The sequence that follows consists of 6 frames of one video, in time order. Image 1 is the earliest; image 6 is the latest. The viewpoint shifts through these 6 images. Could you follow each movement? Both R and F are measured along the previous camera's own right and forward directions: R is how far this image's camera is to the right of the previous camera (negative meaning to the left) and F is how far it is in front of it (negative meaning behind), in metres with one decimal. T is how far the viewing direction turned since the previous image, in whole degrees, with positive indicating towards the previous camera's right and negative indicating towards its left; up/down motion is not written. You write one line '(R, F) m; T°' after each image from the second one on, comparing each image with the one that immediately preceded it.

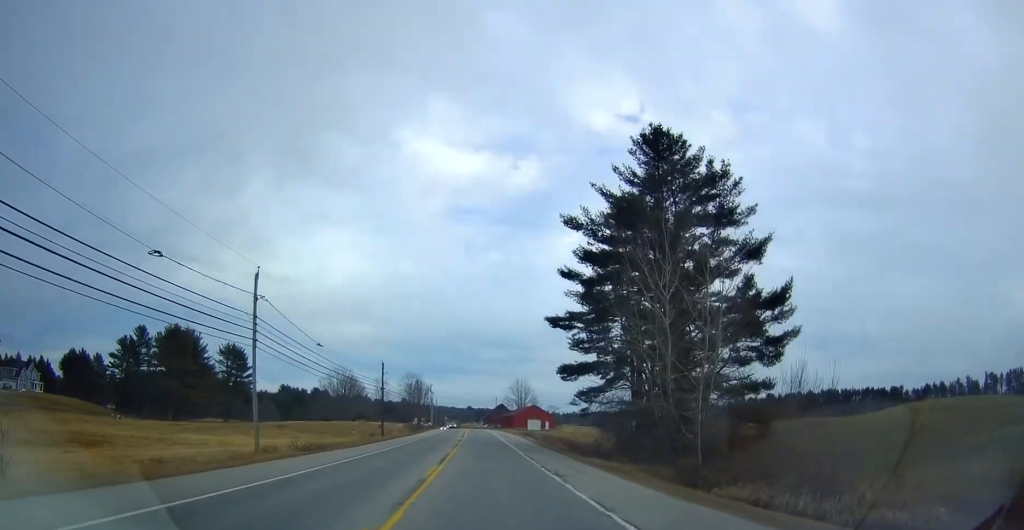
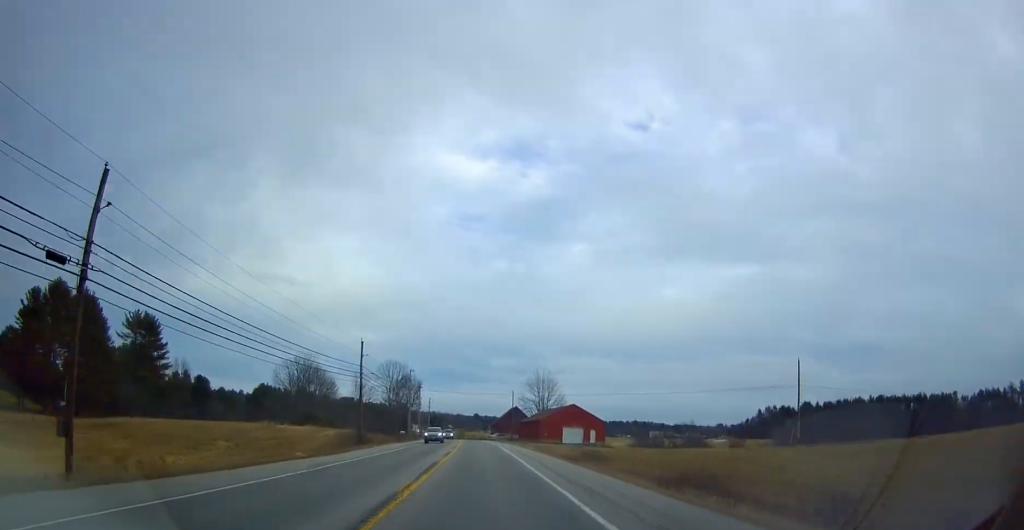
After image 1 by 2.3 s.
(+0.5, +52.3) m; +1°
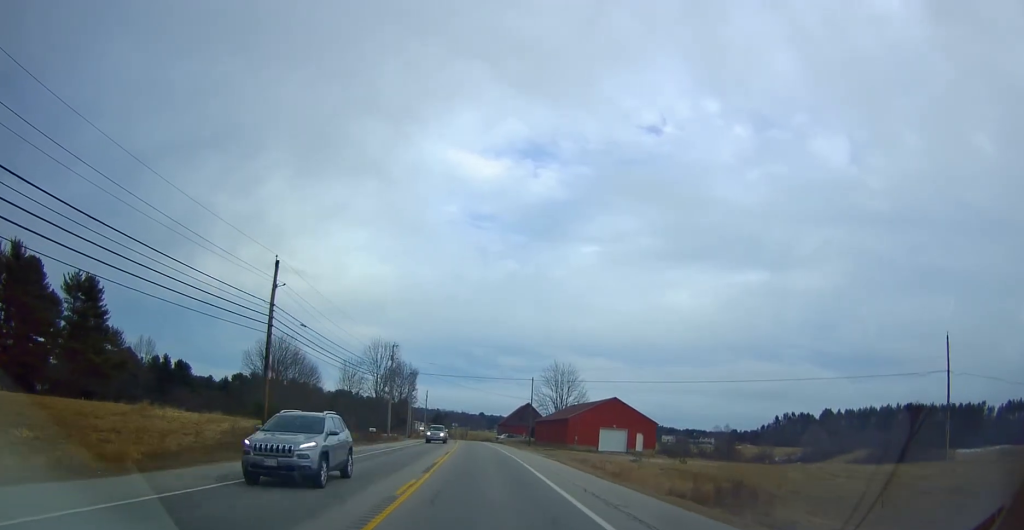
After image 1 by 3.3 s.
(+0.1, +24.3) m; -1°
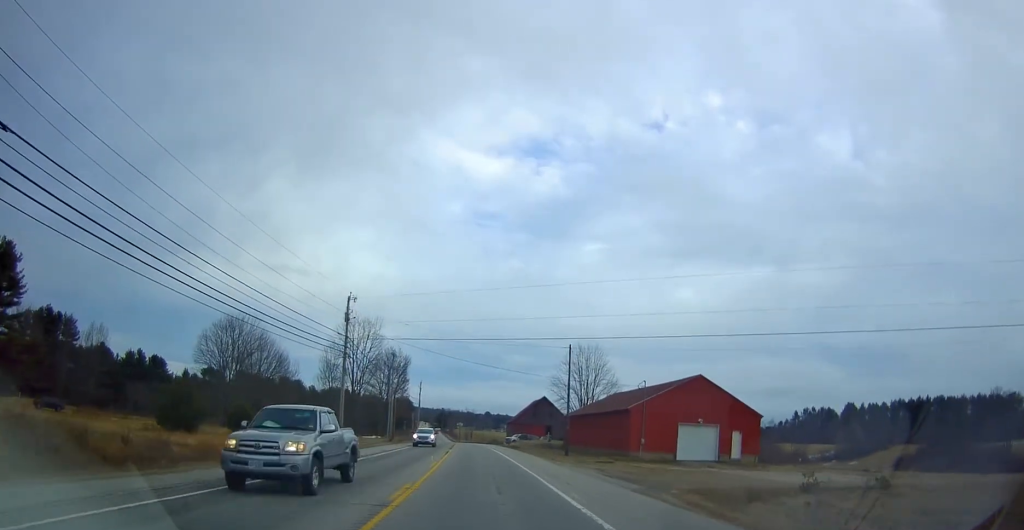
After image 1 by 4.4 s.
(-0.4, +24.8) m; -1°
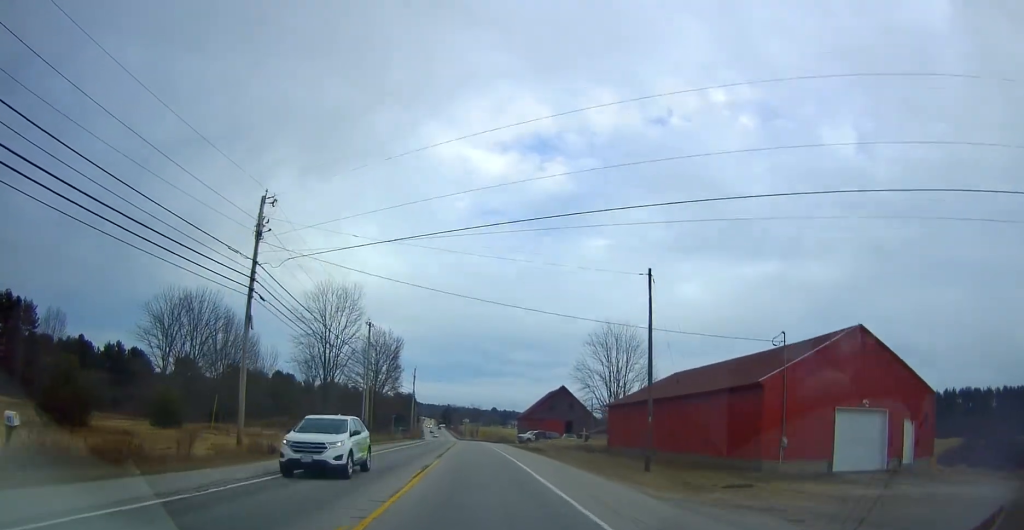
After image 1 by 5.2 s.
(0.0, +18.8) m; 0°
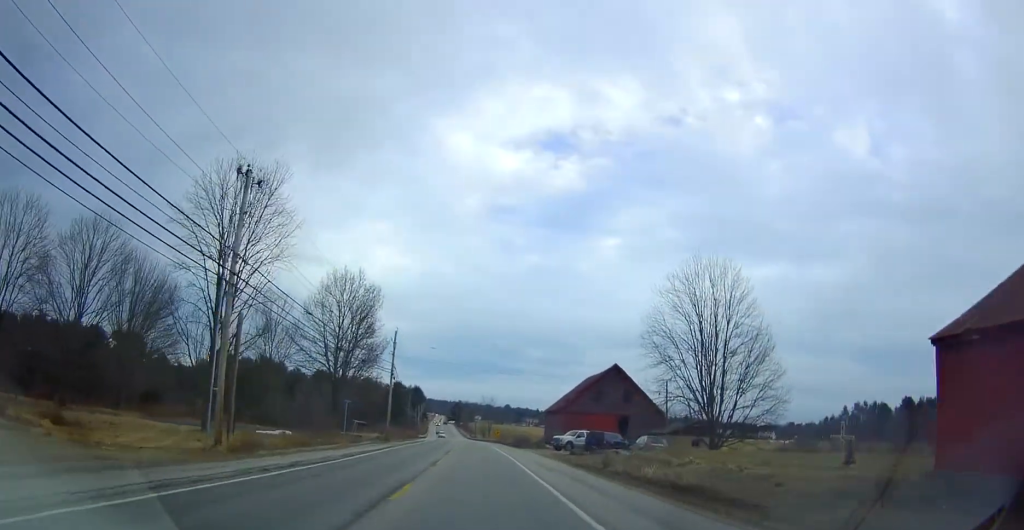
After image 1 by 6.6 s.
(-0.1, +31.9) m; -2°
